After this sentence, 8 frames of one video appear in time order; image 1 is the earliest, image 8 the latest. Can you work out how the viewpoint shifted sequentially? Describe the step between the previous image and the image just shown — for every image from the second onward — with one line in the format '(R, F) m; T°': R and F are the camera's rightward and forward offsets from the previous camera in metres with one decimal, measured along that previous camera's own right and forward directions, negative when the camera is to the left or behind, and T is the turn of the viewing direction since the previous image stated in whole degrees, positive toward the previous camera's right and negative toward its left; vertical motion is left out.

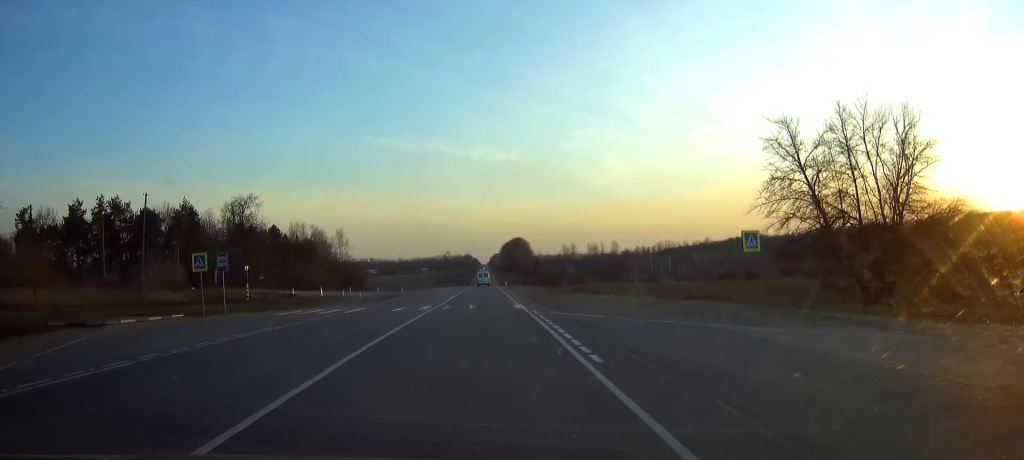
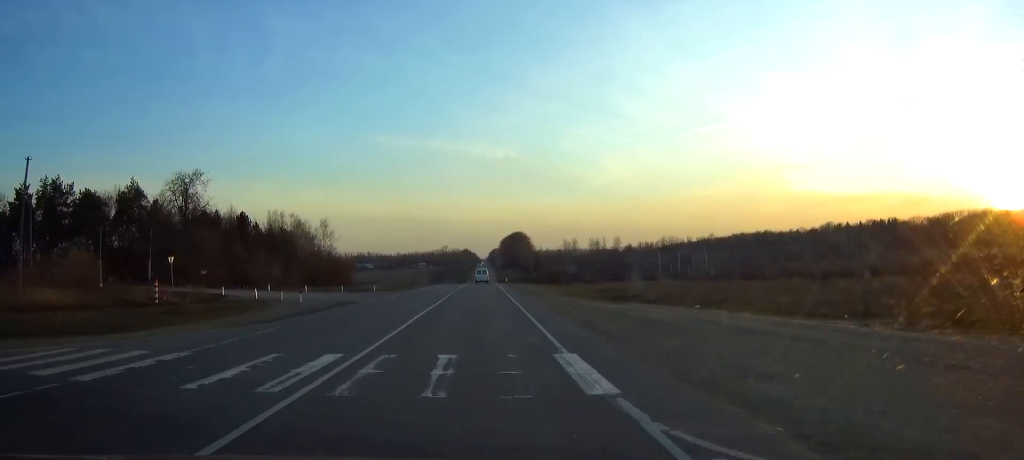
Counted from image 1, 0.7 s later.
(0.0, +19.3) m; 0°
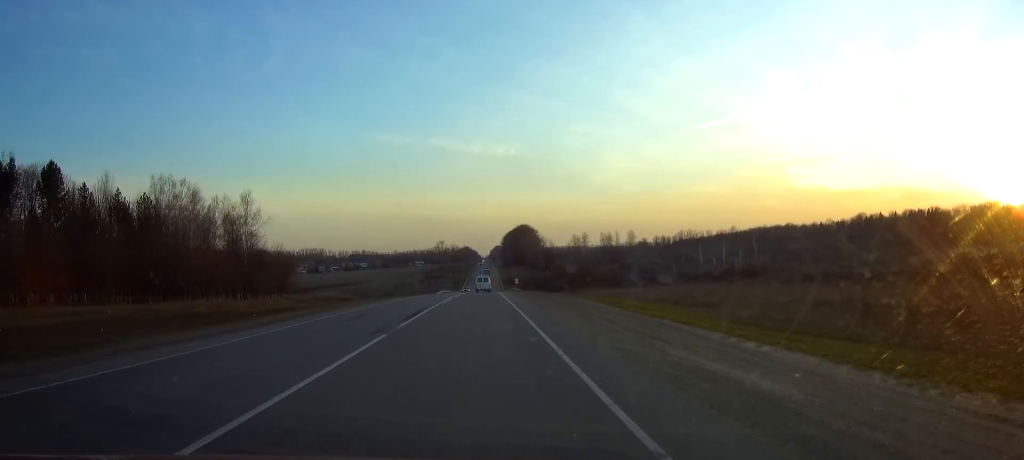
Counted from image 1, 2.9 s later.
(-0.4, +63.9) m; -1°
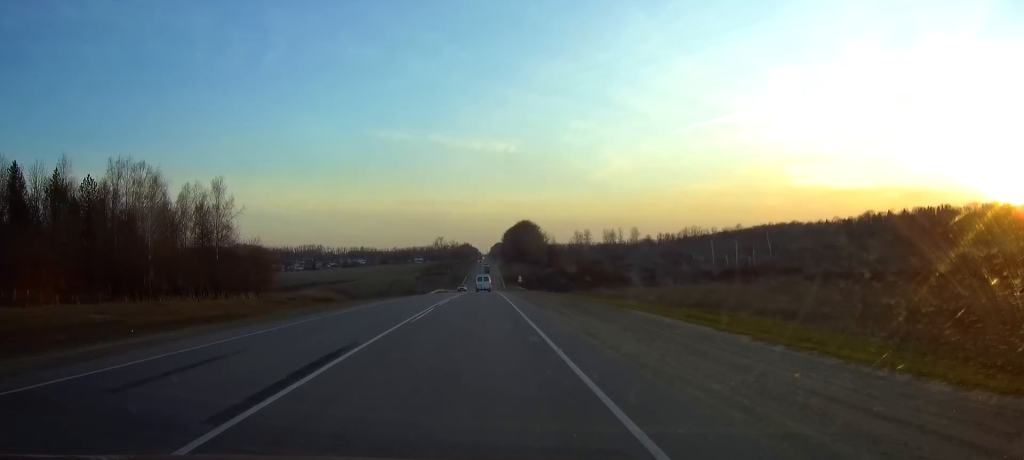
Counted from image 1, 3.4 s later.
(0.0, +14.6) m; 0°
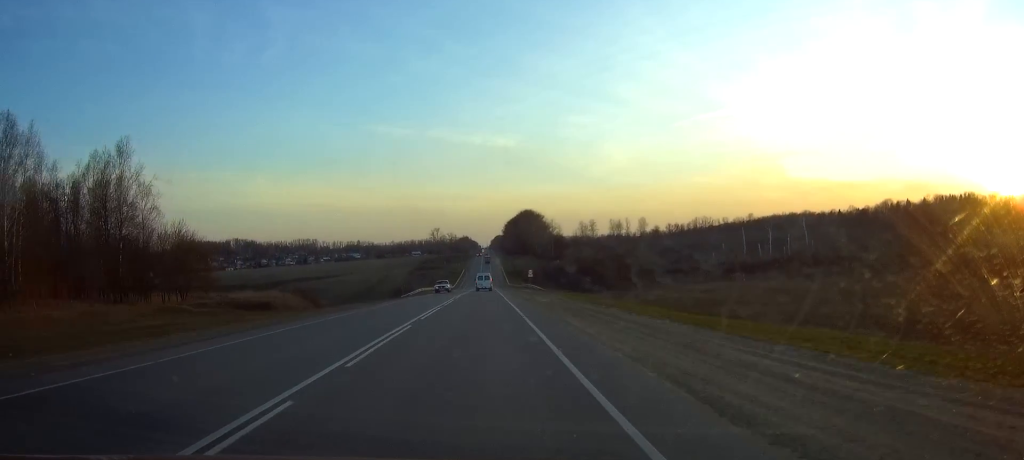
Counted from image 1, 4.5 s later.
(-0.2, +33.1) m; 0°
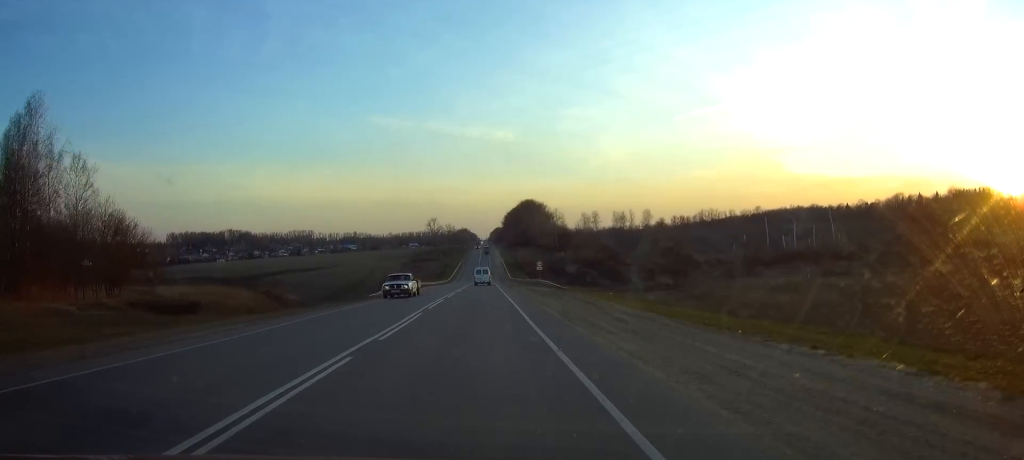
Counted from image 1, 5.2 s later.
(+0.1, +20.4) m; 0°
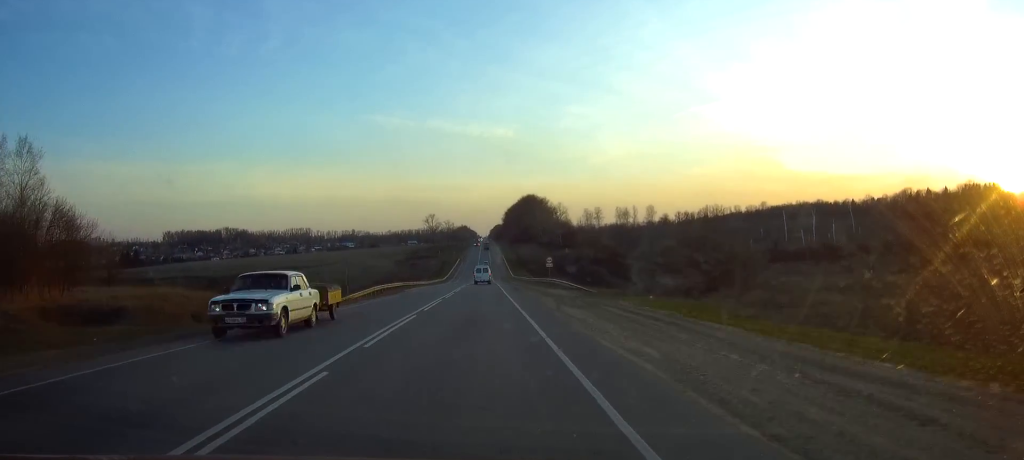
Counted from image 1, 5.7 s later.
(0.0, +13.6) m; 0°
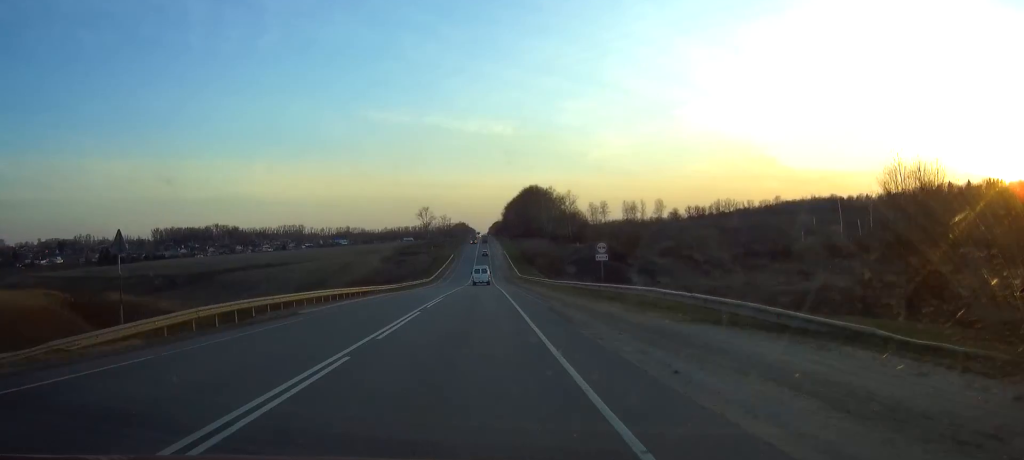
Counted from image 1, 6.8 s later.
(-0.2, +34.1) m; -1°
